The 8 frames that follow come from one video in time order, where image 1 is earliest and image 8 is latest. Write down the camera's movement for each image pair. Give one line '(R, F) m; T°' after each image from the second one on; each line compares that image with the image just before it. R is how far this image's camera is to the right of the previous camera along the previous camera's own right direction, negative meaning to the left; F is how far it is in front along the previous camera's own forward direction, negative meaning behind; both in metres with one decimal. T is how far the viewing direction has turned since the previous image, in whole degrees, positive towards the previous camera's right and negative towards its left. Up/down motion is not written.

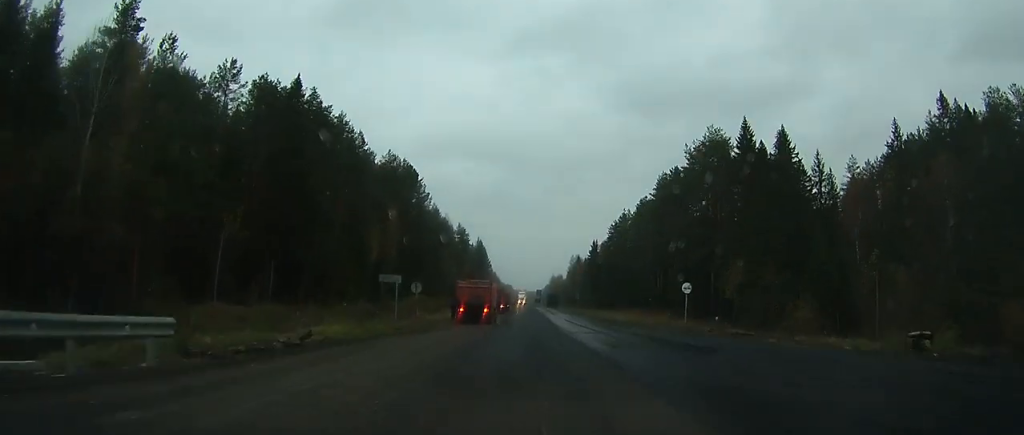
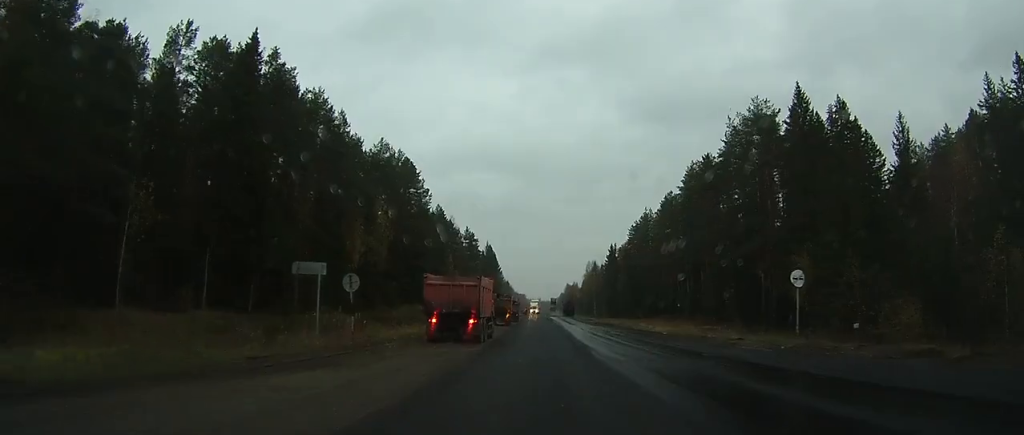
(+0.2, +19.3) m; +4°
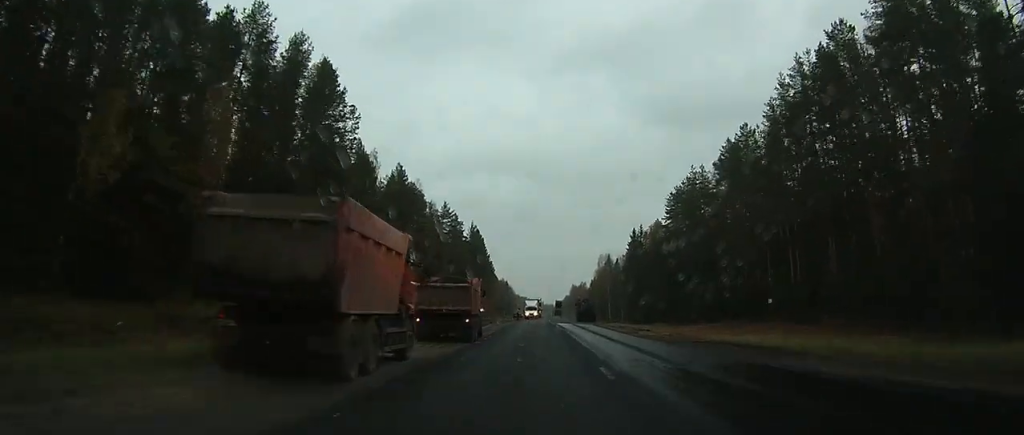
(+2.0, +44.9) m; +2°
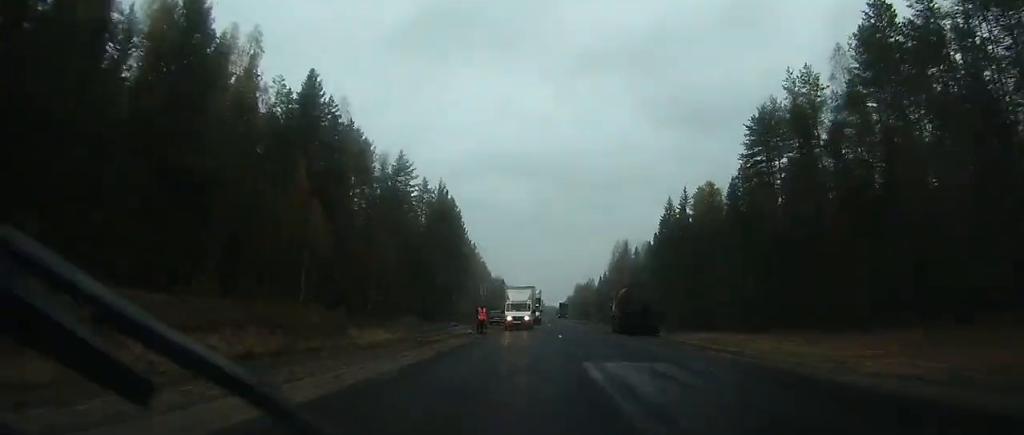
(-0.7, +44.1) m; -1°
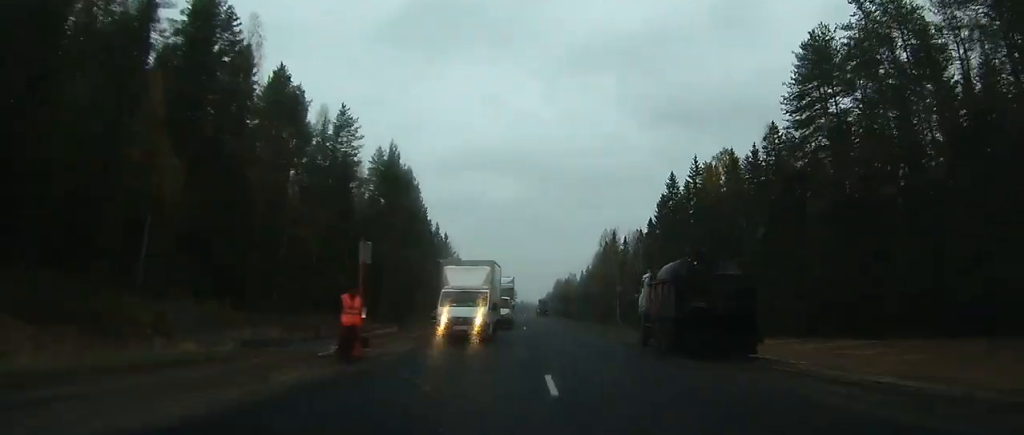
(0.0, +20.0) m; 0°
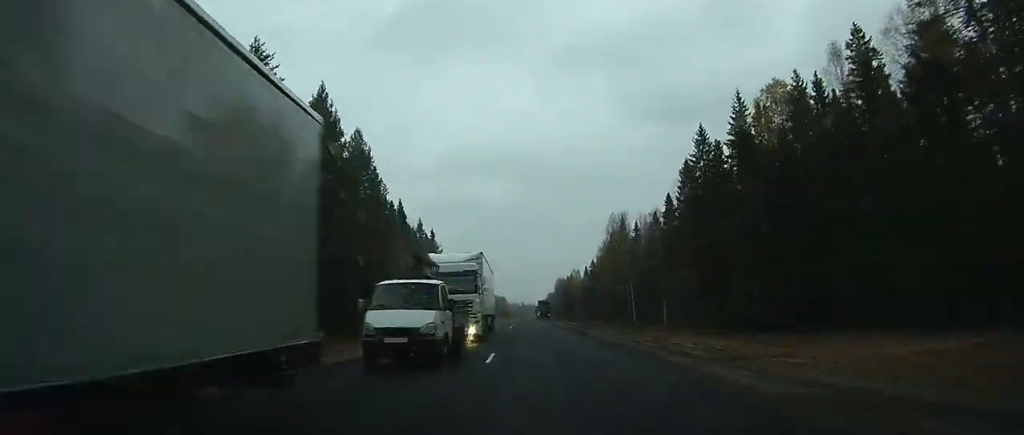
(0.0, +23.6) m; -1°
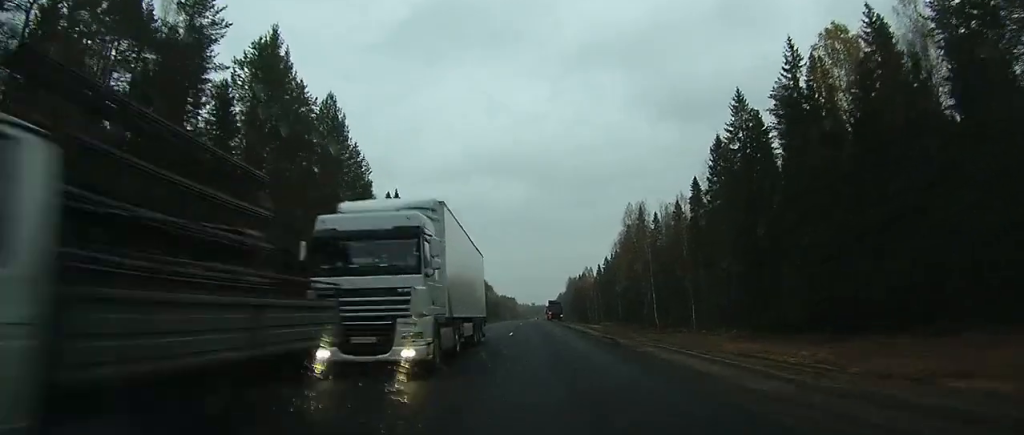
(-0.1, +13.0) m; -1°
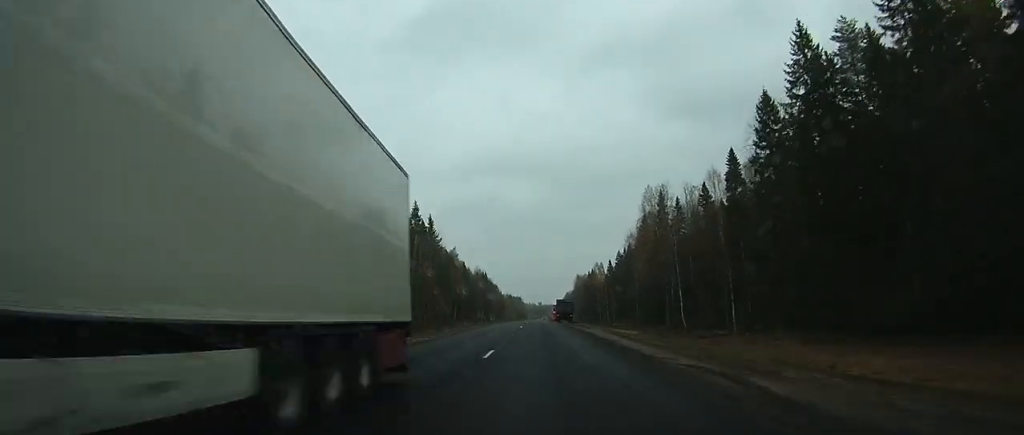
(0.0, +16.5) m; -1°
